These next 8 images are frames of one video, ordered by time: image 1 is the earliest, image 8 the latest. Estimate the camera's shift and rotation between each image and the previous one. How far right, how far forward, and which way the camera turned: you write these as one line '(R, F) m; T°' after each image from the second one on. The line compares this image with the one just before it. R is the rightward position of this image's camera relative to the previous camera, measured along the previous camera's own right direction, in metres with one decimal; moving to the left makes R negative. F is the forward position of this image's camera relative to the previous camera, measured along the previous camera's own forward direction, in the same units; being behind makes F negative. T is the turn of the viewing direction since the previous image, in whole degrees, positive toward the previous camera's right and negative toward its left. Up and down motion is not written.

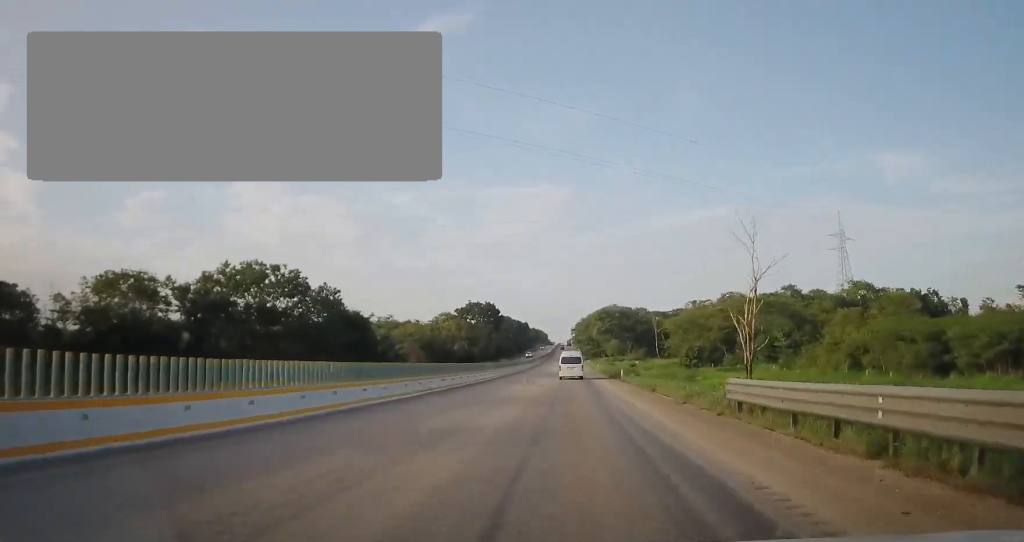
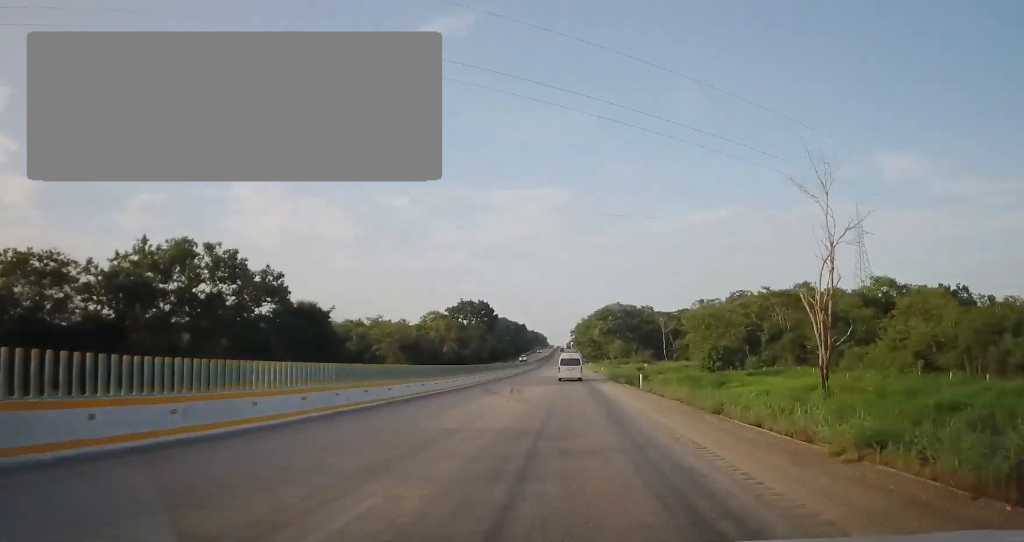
(0.0, +12.3) m; 0°
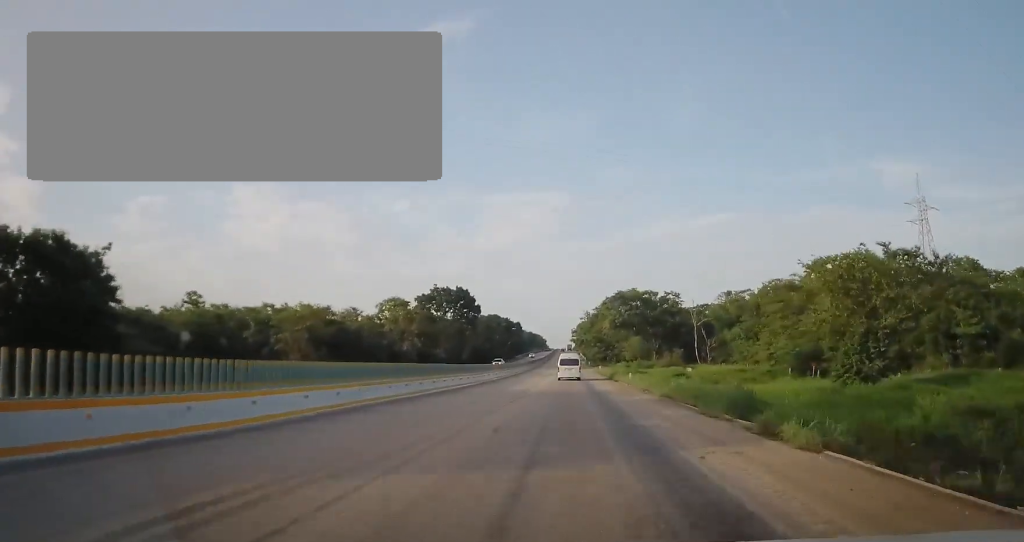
(+0.3, +32.9) m; 0°
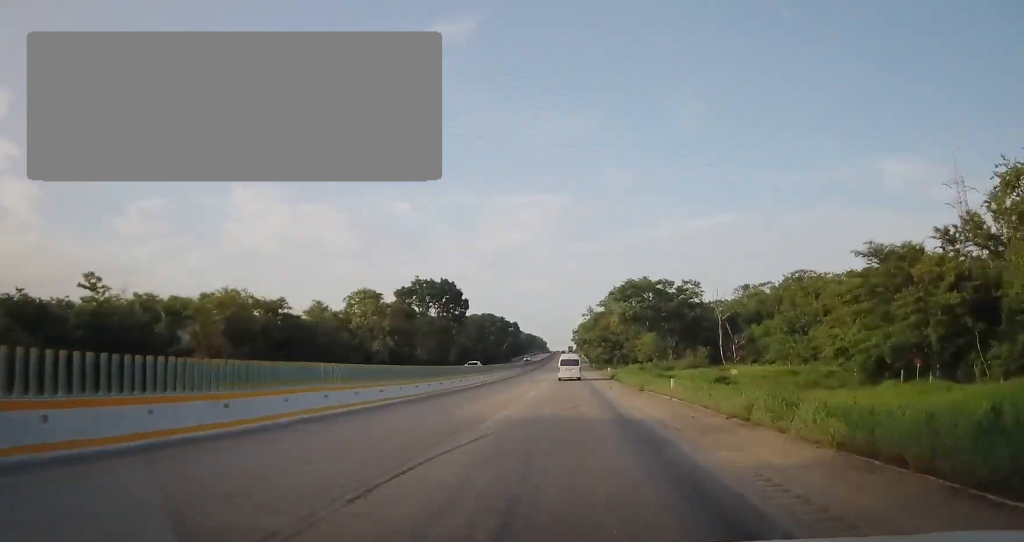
(0.0, +16.0) m; 0°
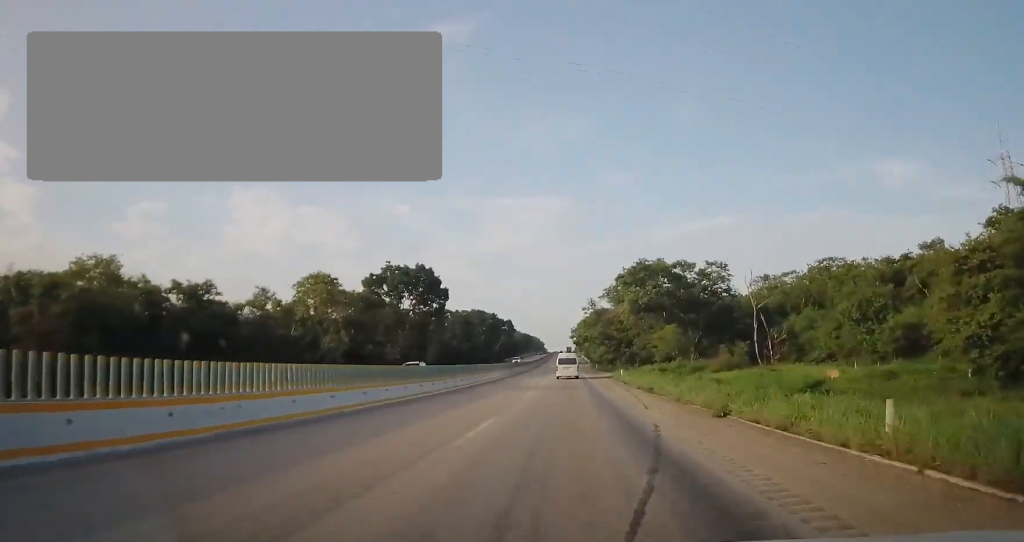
(-0.3, +17.0) m; 0°
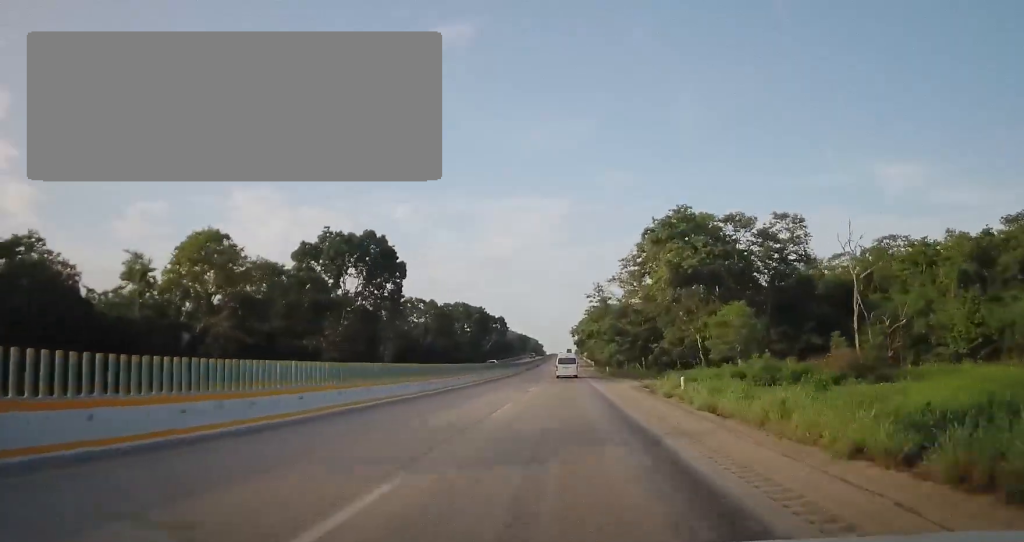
(+0.2, +25.1) m; +2°
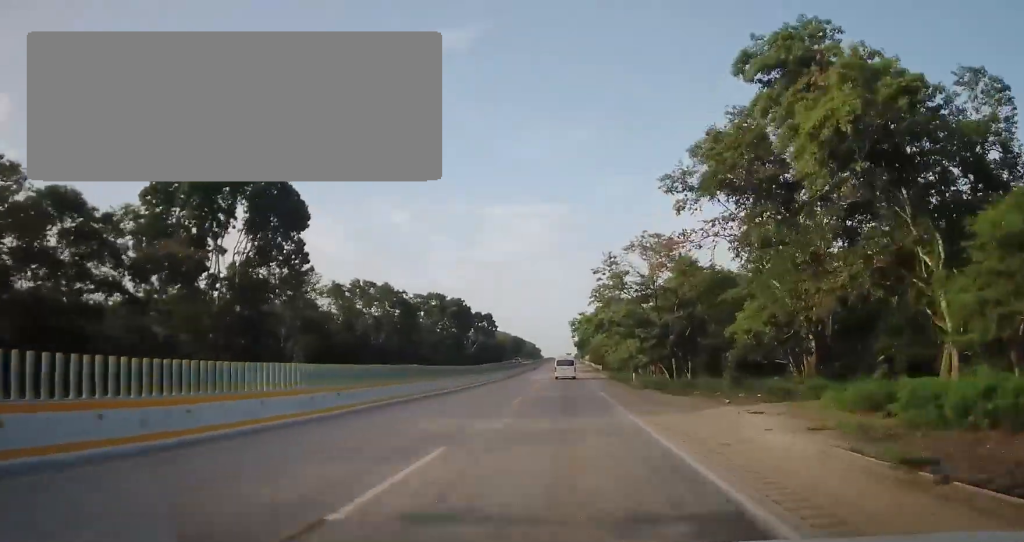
(+0.6, +27.1) m; 0°
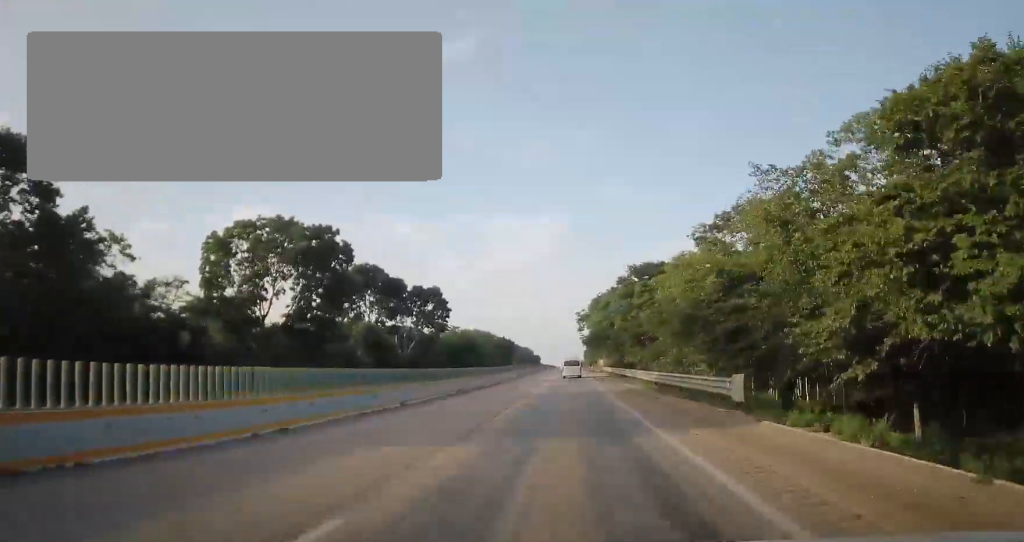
(-1.6, +66.0) m; -1°
